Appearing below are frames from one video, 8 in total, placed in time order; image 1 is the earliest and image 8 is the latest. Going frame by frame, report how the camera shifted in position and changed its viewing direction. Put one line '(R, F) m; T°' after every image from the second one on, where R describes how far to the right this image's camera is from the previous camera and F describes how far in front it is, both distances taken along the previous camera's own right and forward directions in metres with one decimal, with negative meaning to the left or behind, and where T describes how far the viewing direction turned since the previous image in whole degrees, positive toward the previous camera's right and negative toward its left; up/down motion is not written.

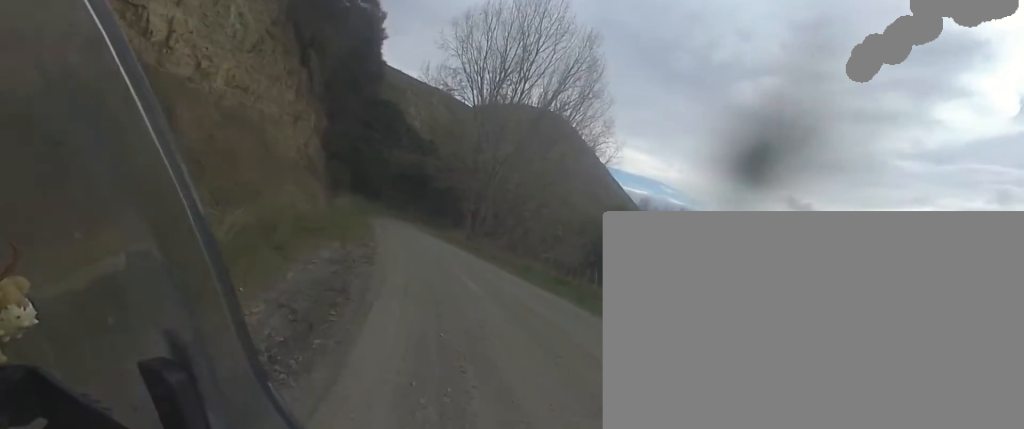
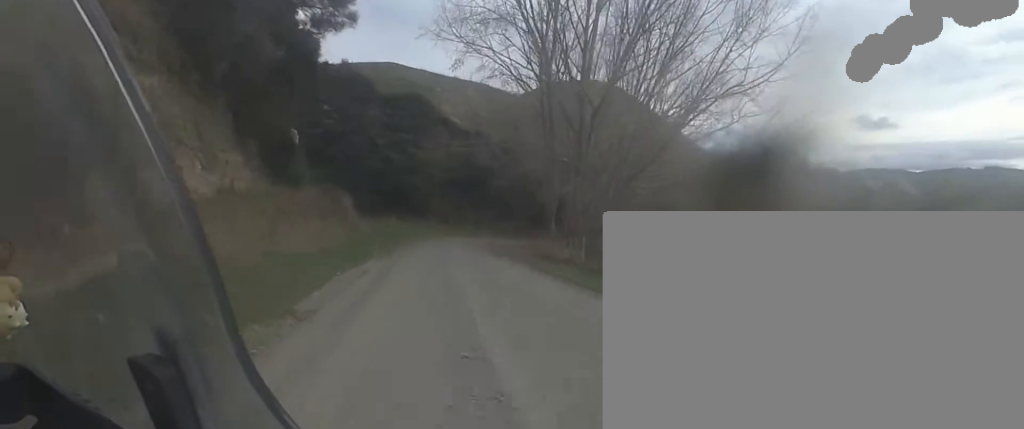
(-3.3, +22.1) m; -6°
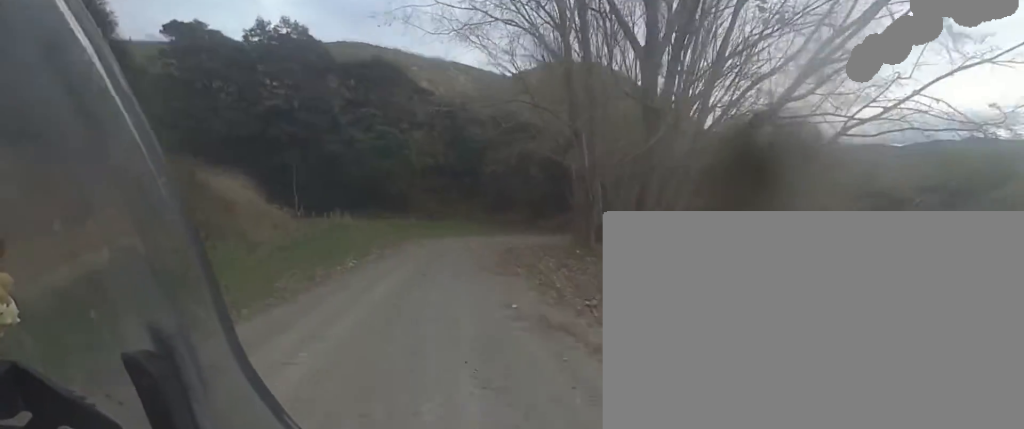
(+1.2, +15.2) m; +3°
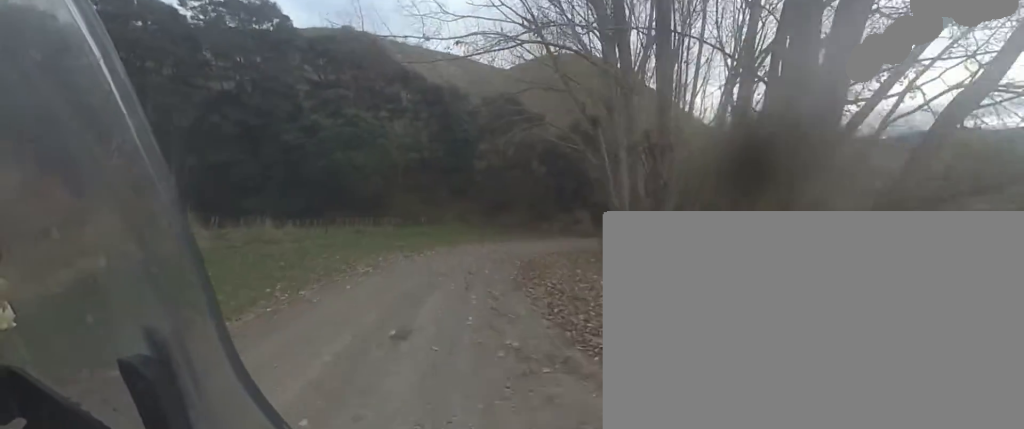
(-0.4, +10.2) m; +2°
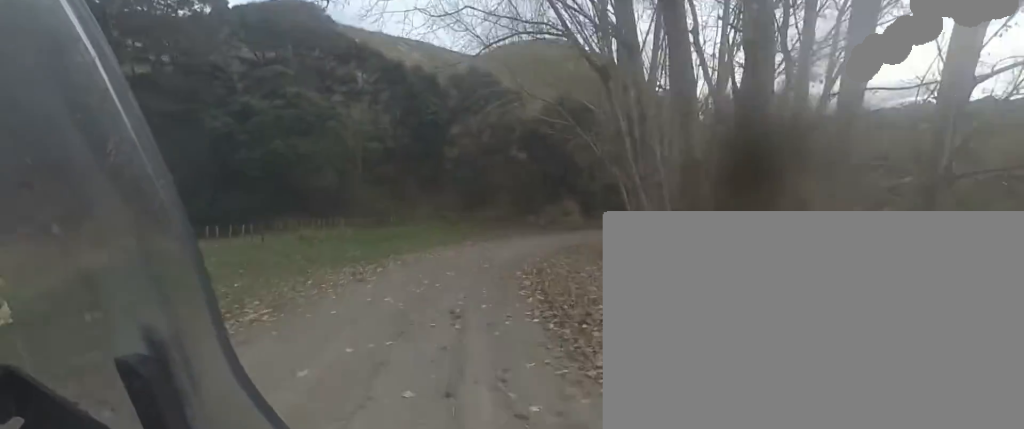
(+0.7, +6.4) m; +3°
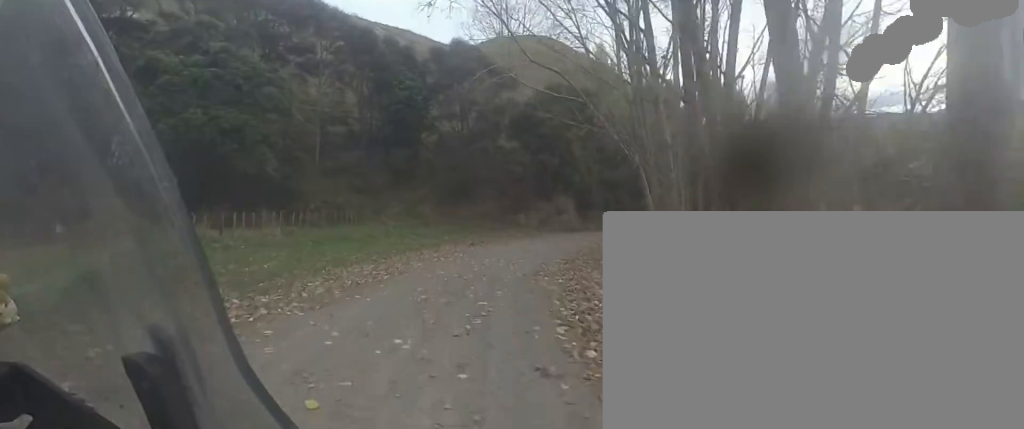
(0.0, +7.2) m; +6°
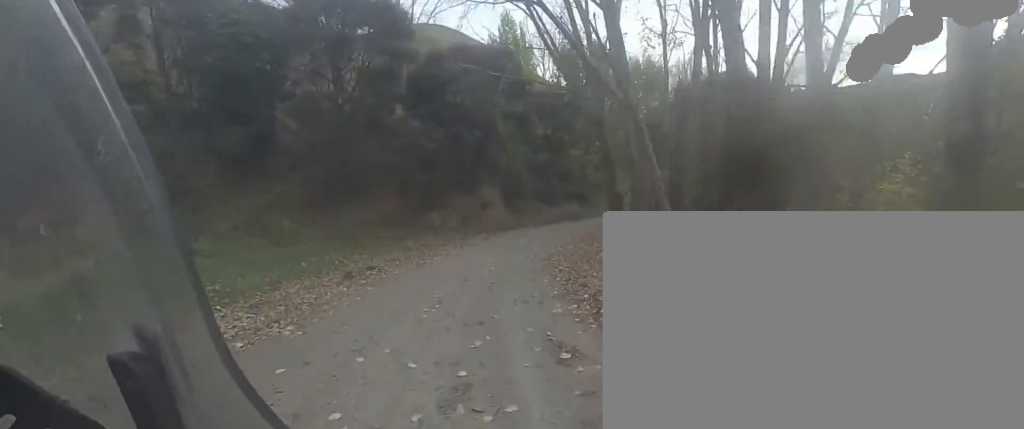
(+1.7, +12.4) m; +16°
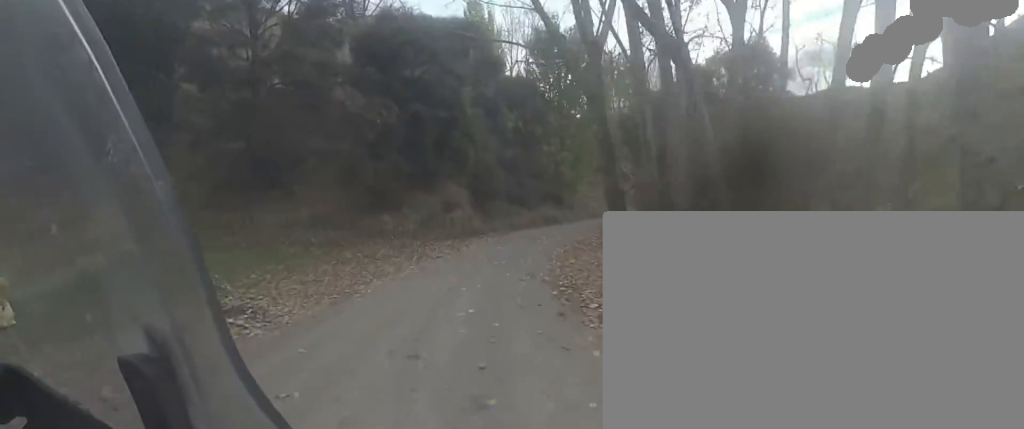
(+0.4, +6.1) m; +6°
